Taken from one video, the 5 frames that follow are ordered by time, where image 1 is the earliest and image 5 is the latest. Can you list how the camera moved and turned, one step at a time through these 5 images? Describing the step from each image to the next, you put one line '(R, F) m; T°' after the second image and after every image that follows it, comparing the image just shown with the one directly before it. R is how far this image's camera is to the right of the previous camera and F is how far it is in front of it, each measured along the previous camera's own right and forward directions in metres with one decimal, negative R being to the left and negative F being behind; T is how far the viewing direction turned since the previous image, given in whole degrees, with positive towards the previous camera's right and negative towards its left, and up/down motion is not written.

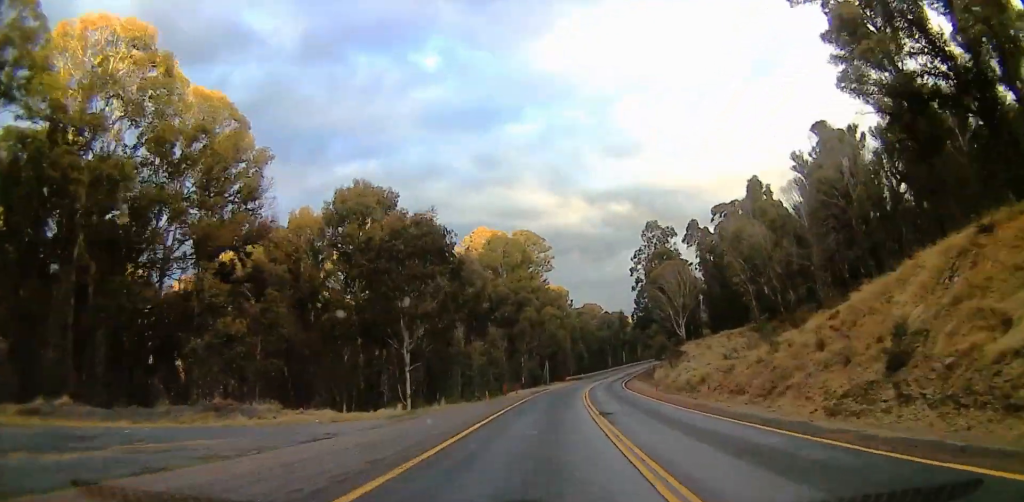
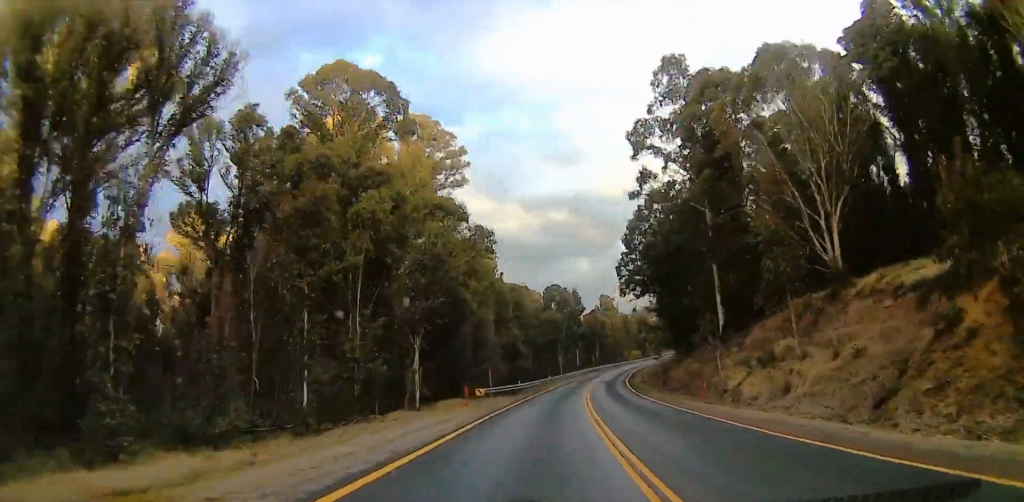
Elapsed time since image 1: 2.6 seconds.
(+3.1, +42.2) m; +24°
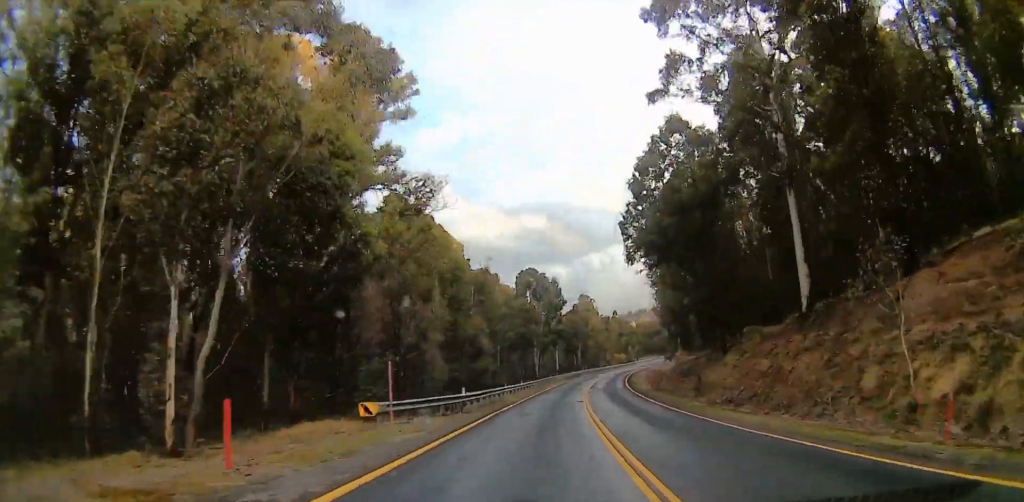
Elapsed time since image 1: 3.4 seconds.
(+0.6, +21.0) m; +2°
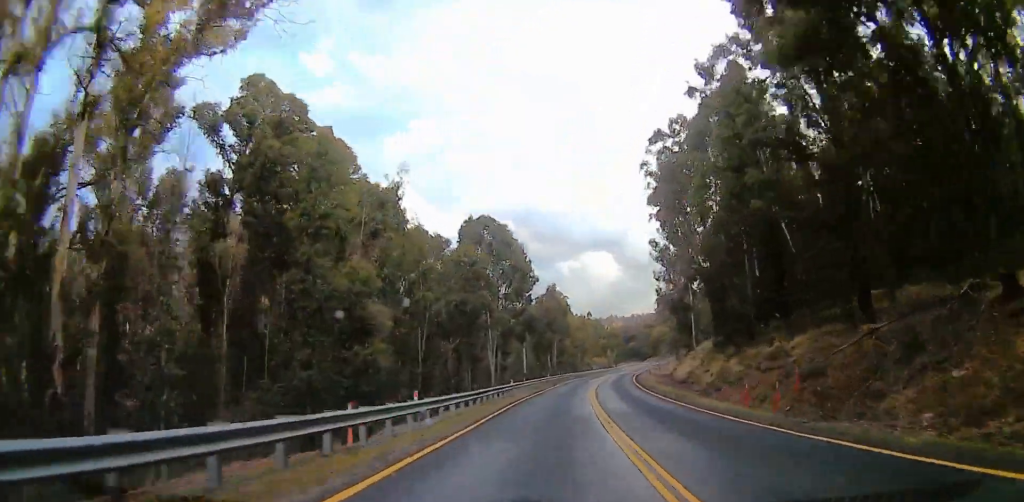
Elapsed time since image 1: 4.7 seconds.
(0.0, +33.2) m; 0°
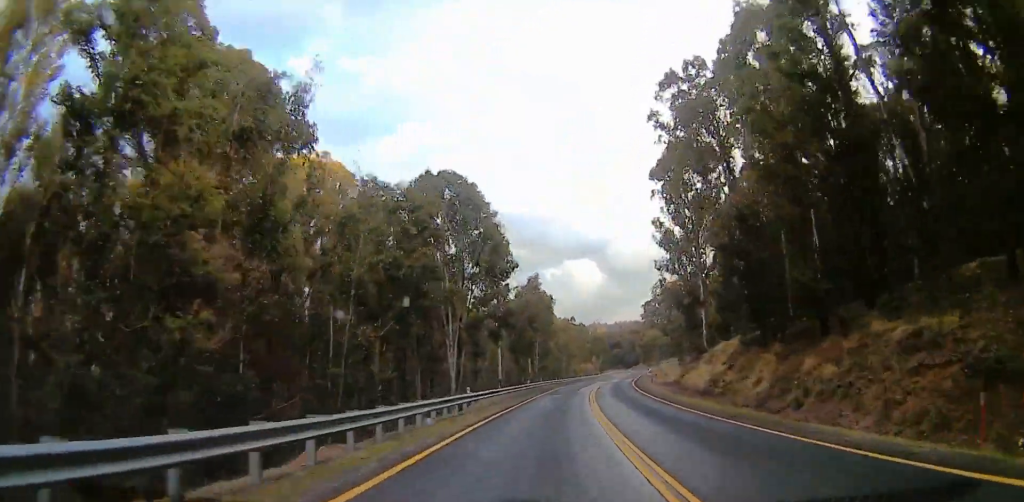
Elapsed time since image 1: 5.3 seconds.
(0.0, +15.1) m; 0°
